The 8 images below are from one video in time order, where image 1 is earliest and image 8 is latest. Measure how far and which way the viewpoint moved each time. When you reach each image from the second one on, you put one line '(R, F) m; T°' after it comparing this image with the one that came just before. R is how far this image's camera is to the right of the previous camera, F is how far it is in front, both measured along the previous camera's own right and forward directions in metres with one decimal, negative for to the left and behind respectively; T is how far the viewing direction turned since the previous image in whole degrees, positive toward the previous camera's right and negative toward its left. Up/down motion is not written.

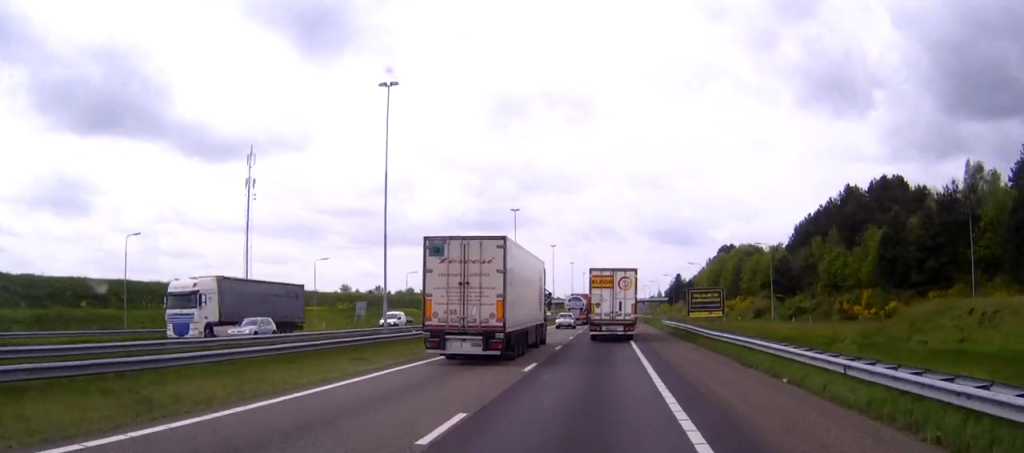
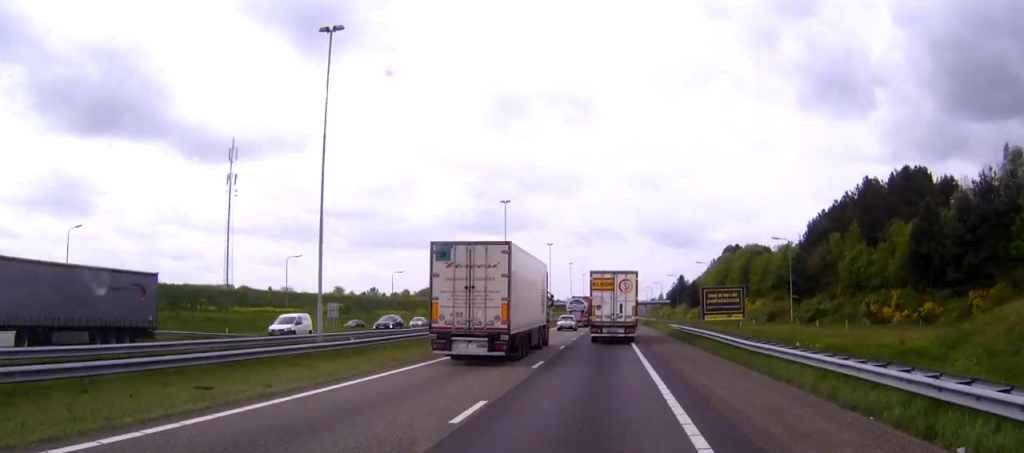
(0.0, +10.0) m; 0°
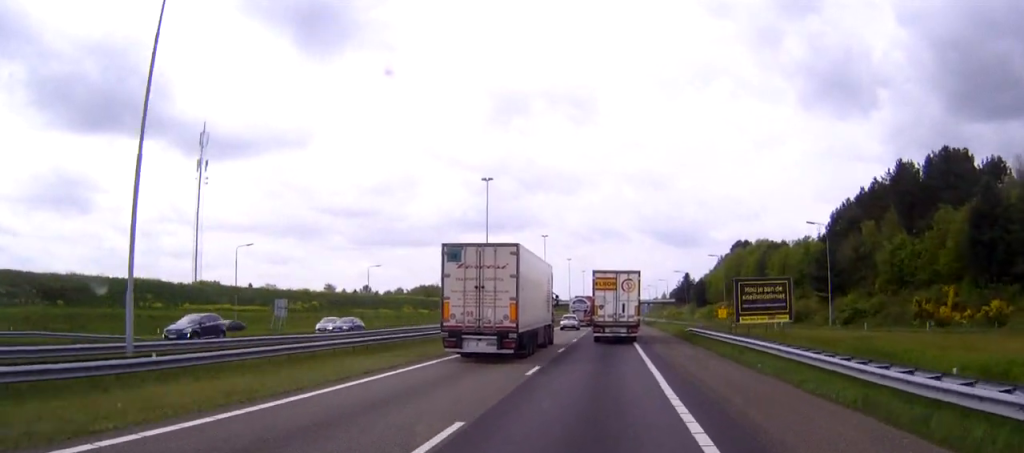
(0.0, +14.5) m; 0°
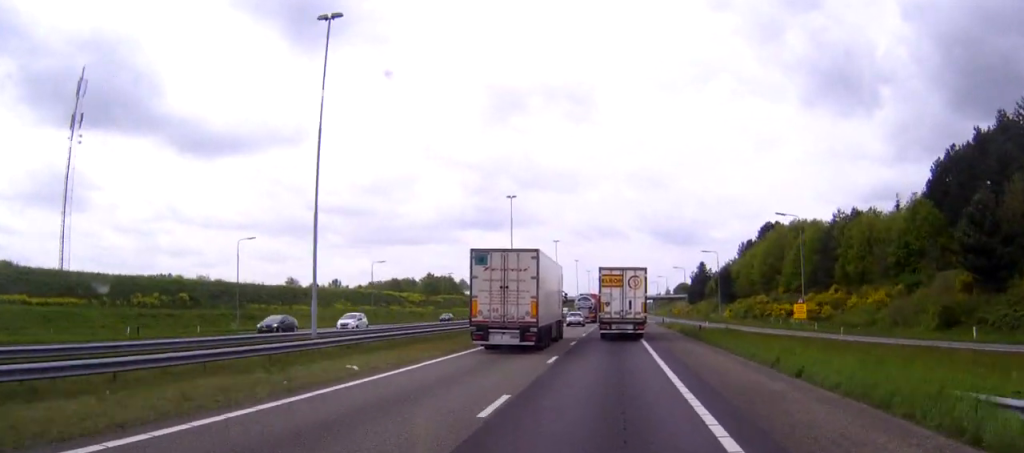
(0.0, +44.3) m; 0°
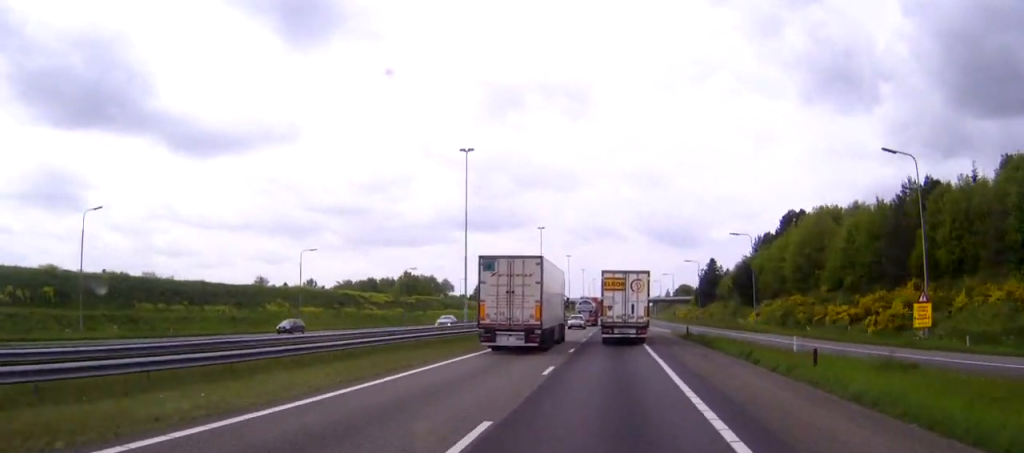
(+0.1, +26.8) m; 0°
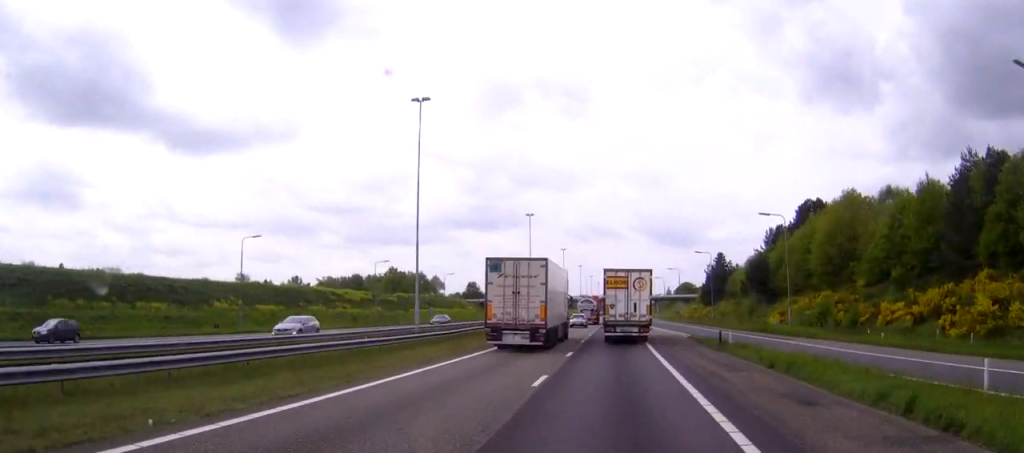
(0.0, +15.4) m; 0°
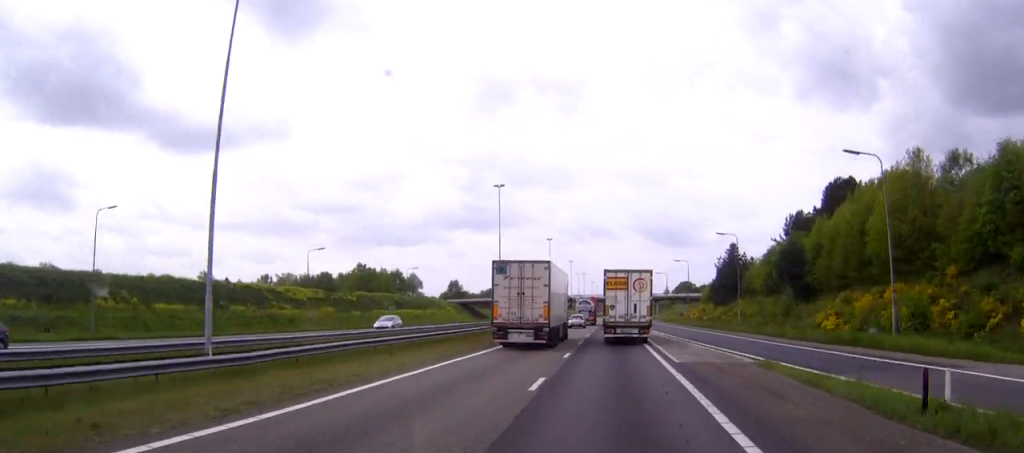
(0.0, +24.7) m; 0°
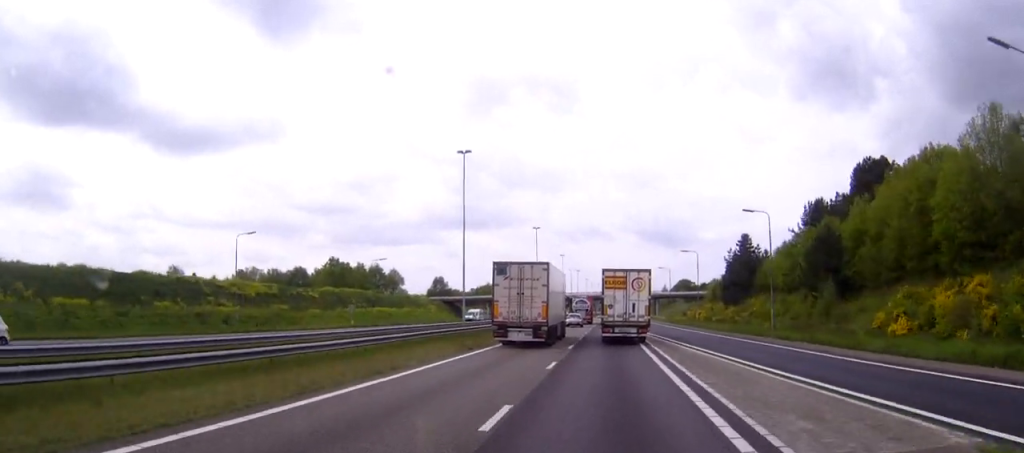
(0.0, +17.7) m; 0°
